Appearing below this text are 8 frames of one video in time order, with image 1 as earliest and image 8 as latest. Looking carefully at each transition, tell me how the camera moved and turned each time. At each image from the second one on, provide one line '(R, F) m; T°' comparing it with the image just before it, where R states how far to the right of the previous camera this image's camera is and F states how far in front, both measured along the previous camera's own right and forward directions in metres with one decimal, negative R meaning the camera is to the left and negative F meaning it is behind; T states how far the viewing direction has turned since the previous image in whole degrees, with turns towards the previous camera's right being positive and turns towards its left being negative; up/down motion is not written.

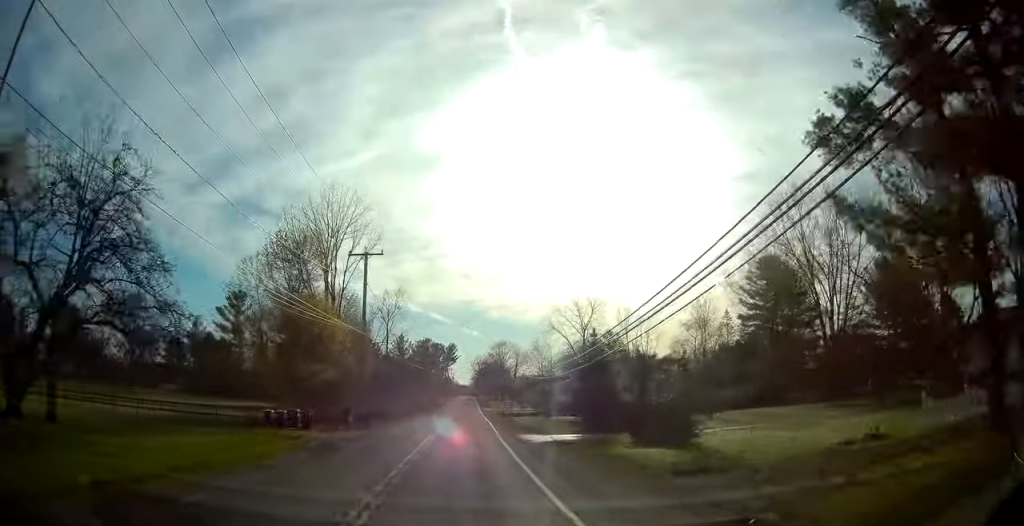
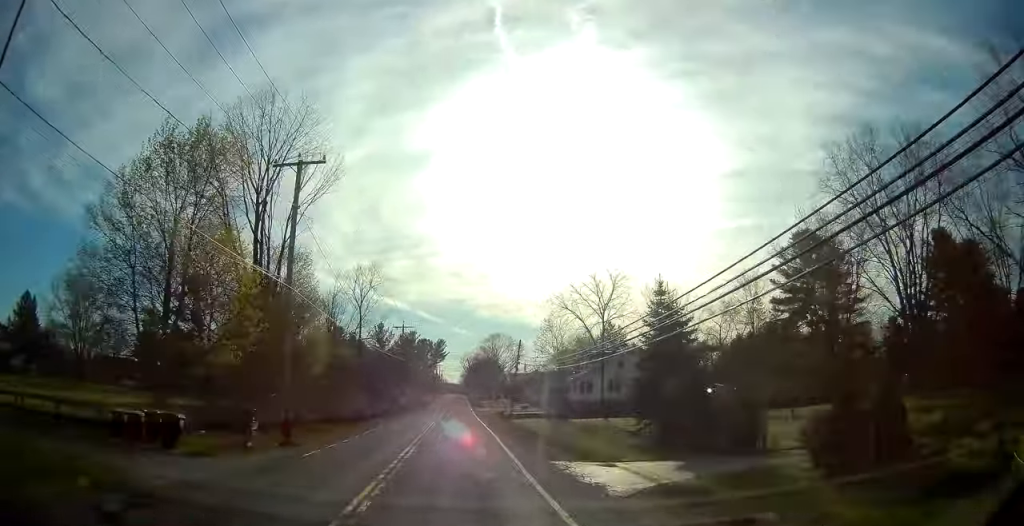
(+0.1, +15.3) m; +1°
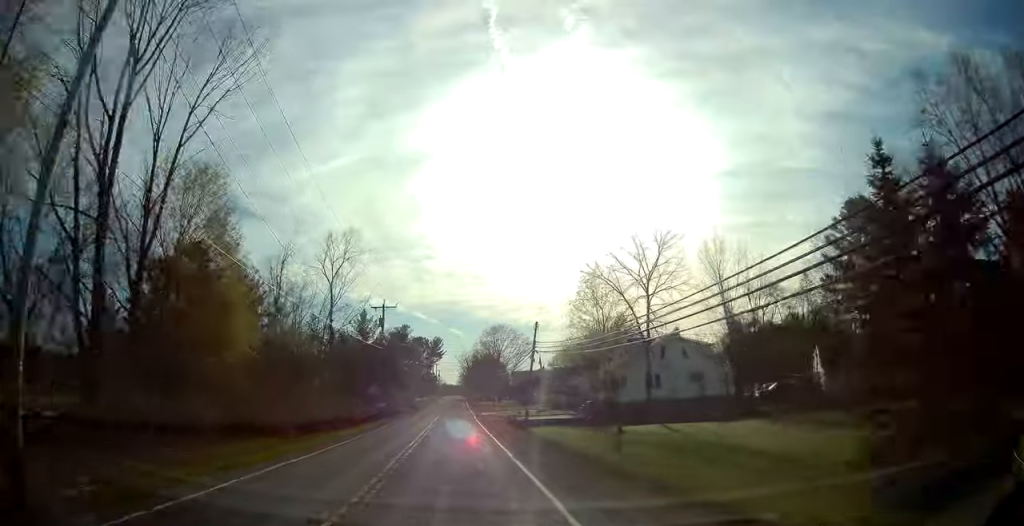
(+0.2, +15.3) m; +1°
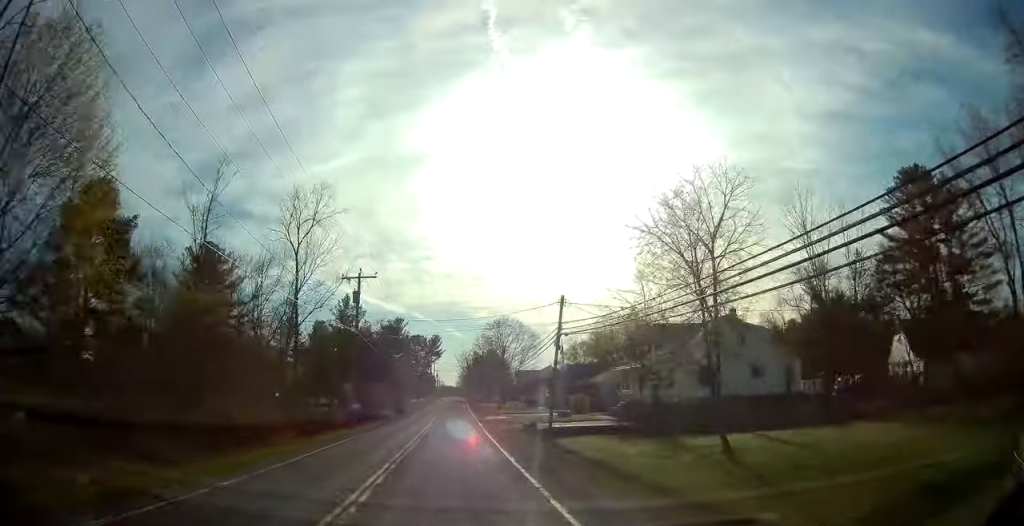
(0.0, +12.5) m; -1°
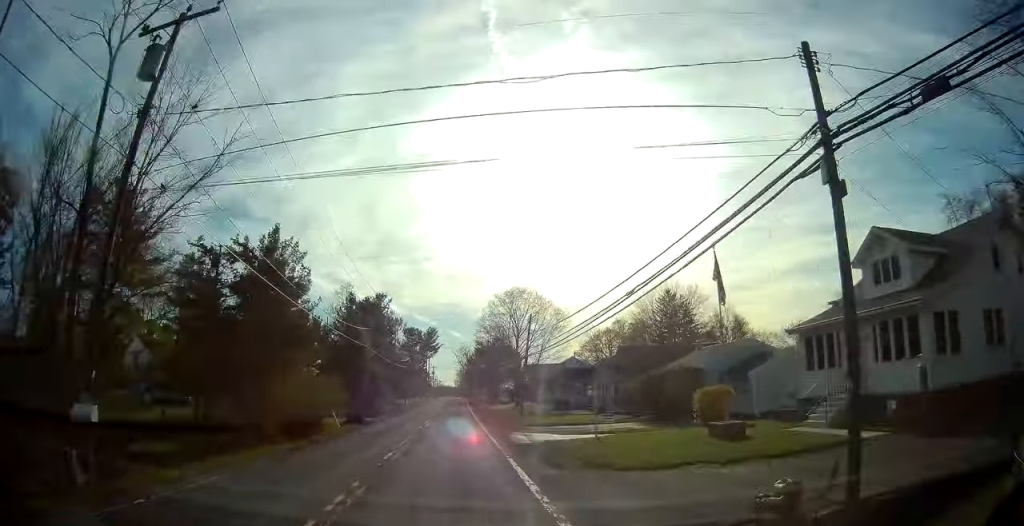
(-0.5, +27.9) m; 0°
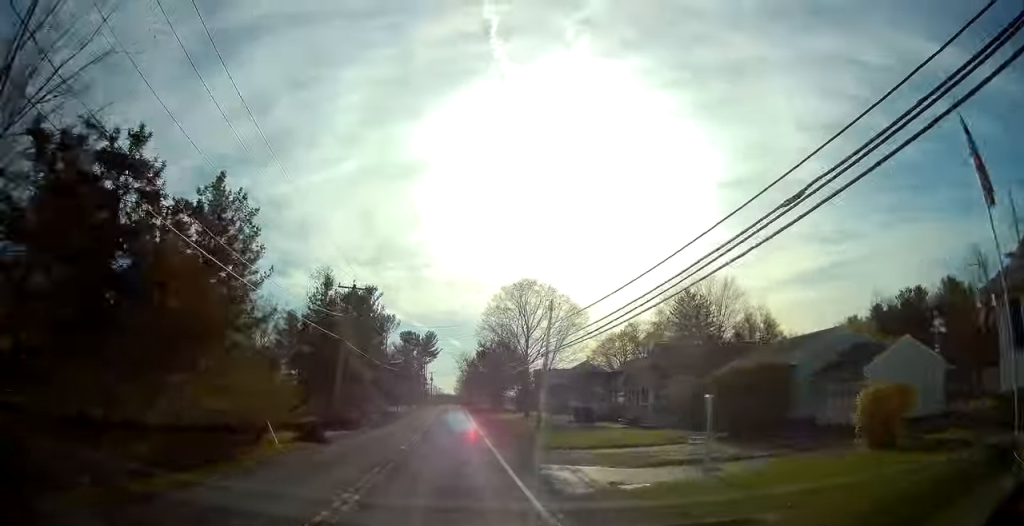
(+0.3, +11.3) m; +1°
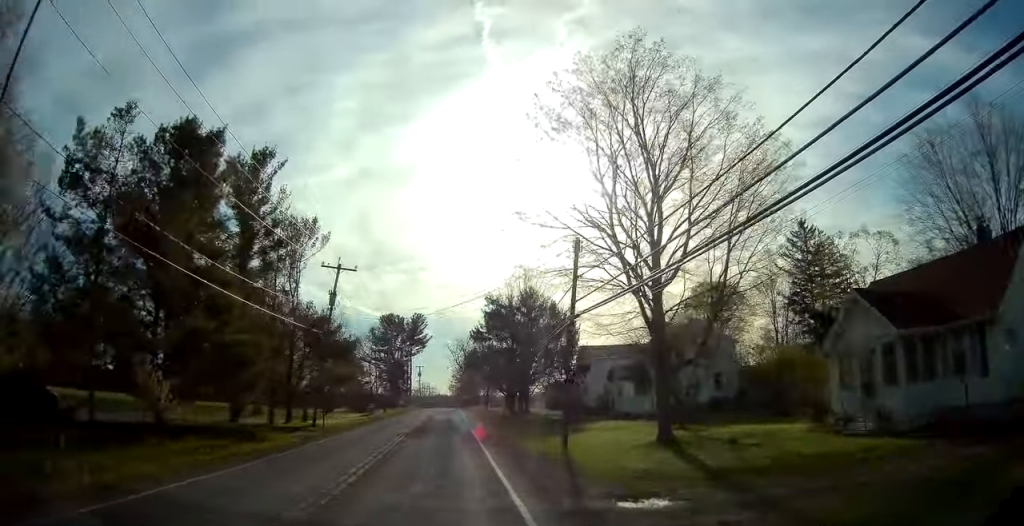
(+0.4, +45.8) m; 0°
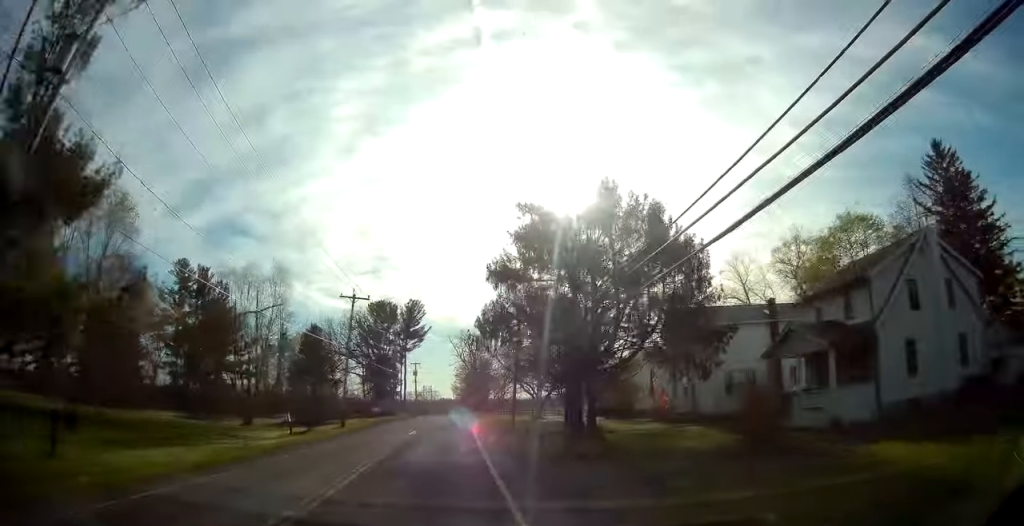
(0.0, +28.6) m; 0°
